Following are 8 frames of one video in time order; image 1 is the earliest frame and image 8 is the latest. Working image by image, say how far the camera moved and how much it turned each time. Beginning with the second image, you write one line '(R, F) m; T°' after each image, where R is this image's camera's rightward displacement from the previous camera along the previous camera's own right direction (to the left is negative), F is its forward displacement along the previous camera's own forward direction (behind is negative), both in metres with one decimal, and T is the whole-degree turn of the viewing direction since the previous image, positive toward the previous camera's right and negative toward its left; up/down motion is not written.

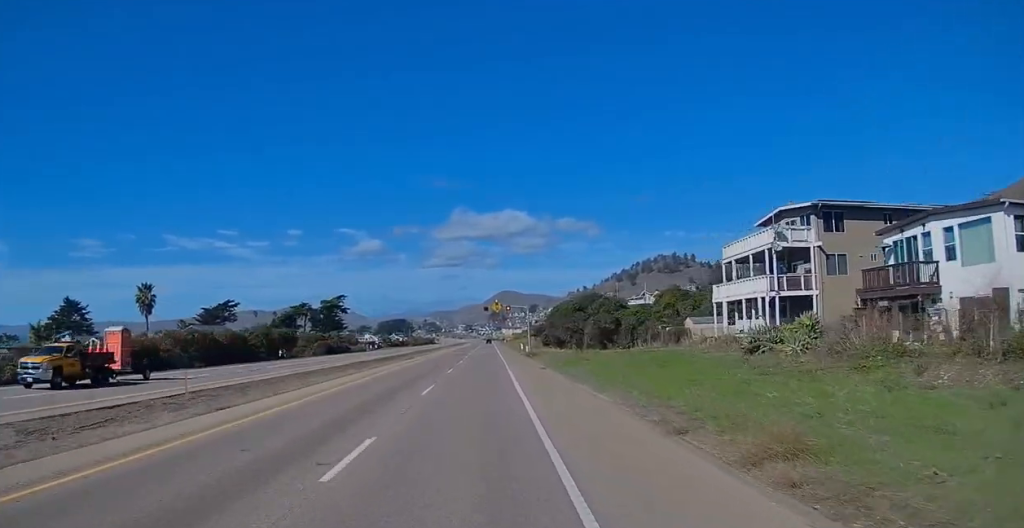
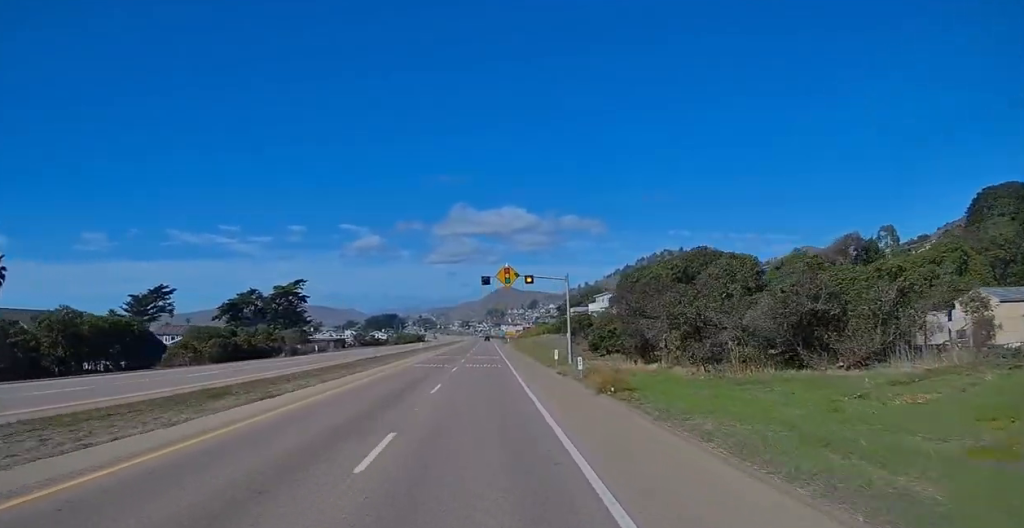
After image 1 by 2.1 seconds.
(-0.6, +44.4) m; -1°
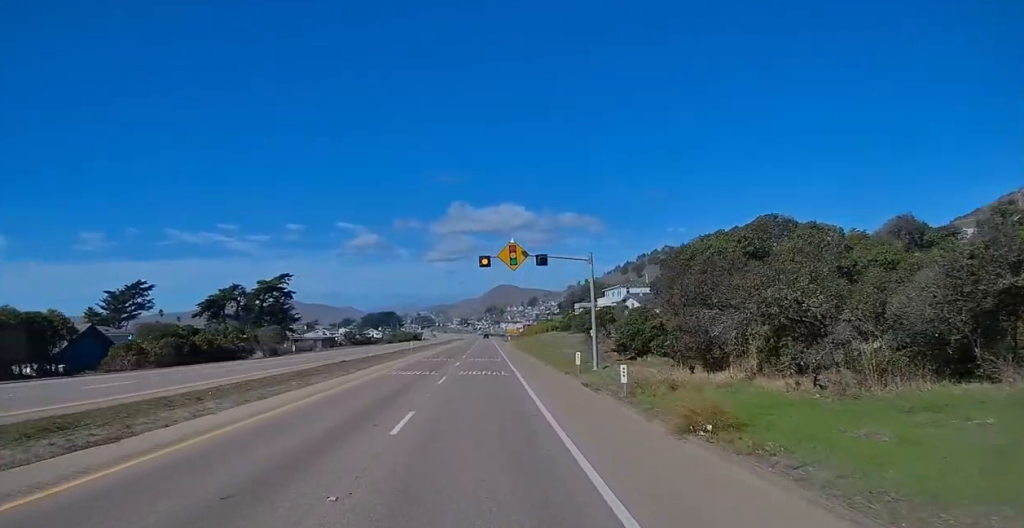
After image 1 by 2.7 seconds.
(0.0, +10.8) m; 0°
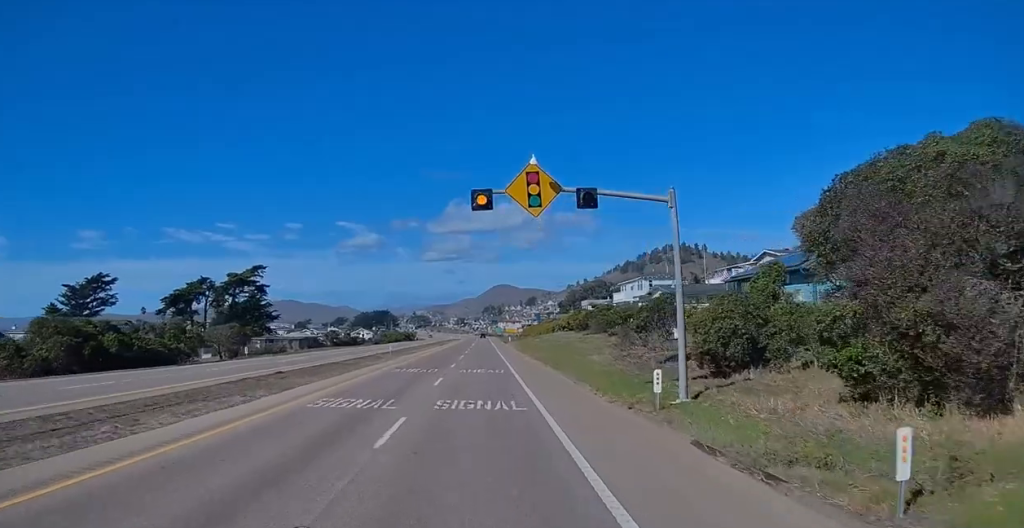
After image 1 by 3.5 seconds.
(0.0, +15.6) m; 0°
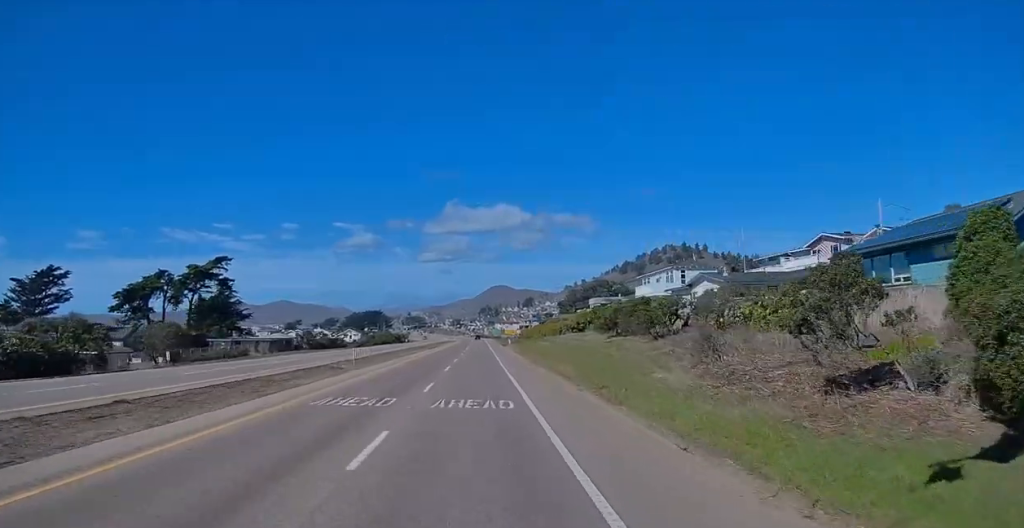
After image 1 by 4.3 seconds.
(0.0, +16.3) m; 0°
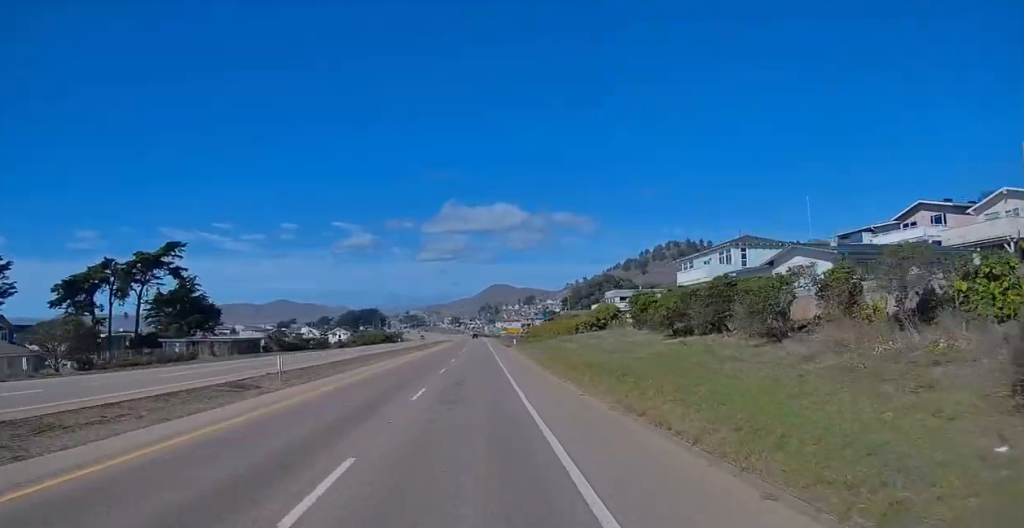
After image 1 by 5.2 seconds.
(+0.1, +17.5) m; +1°
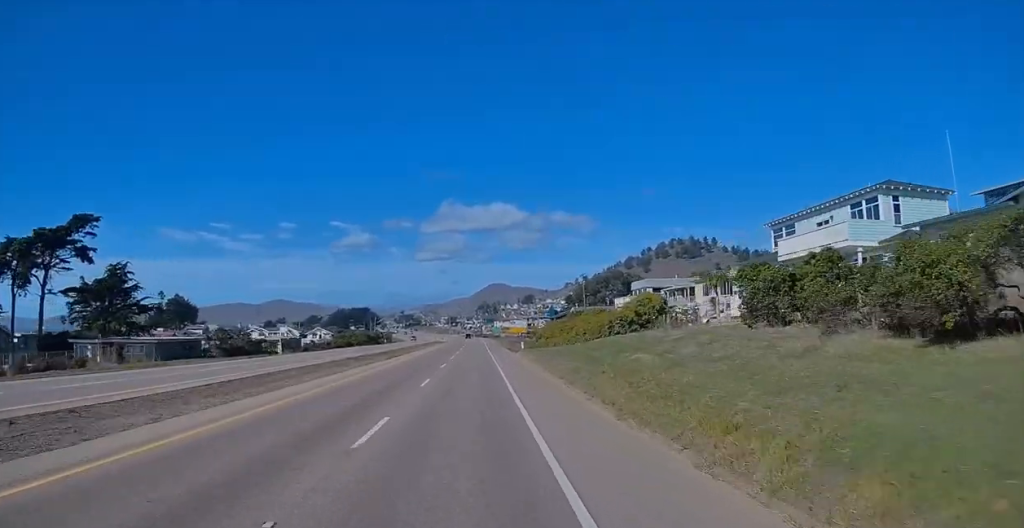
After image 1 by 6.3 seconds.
(+0.2, +24.4) m; 0°
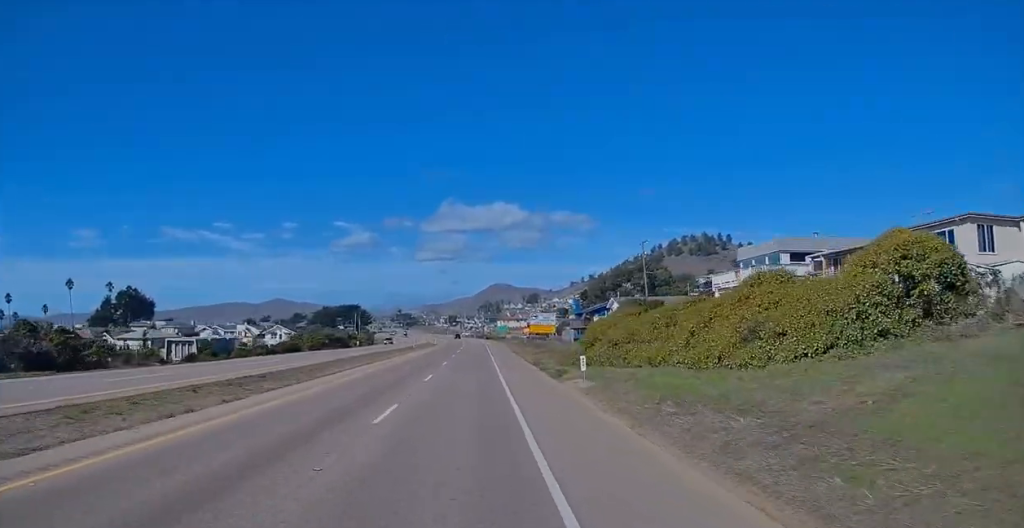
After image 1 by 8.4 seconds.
(-0.2, +41.6) m; 0°
